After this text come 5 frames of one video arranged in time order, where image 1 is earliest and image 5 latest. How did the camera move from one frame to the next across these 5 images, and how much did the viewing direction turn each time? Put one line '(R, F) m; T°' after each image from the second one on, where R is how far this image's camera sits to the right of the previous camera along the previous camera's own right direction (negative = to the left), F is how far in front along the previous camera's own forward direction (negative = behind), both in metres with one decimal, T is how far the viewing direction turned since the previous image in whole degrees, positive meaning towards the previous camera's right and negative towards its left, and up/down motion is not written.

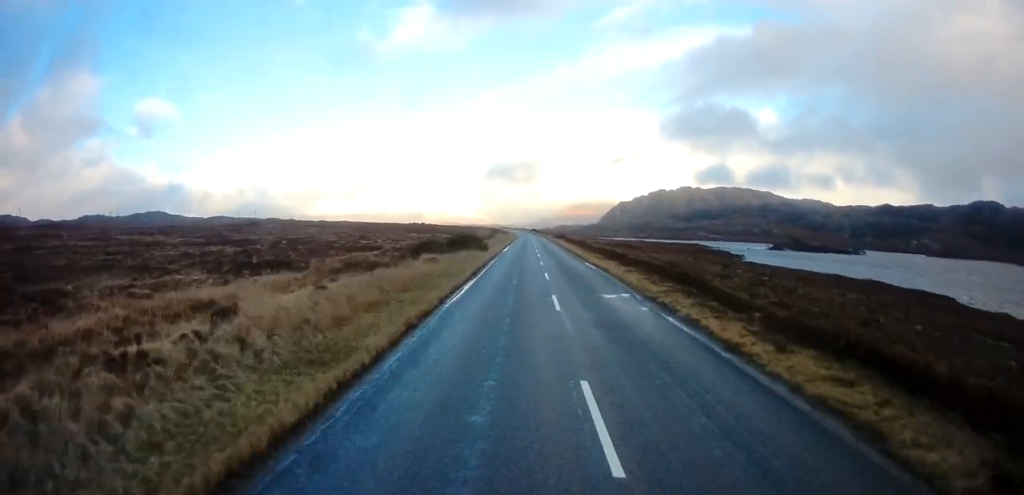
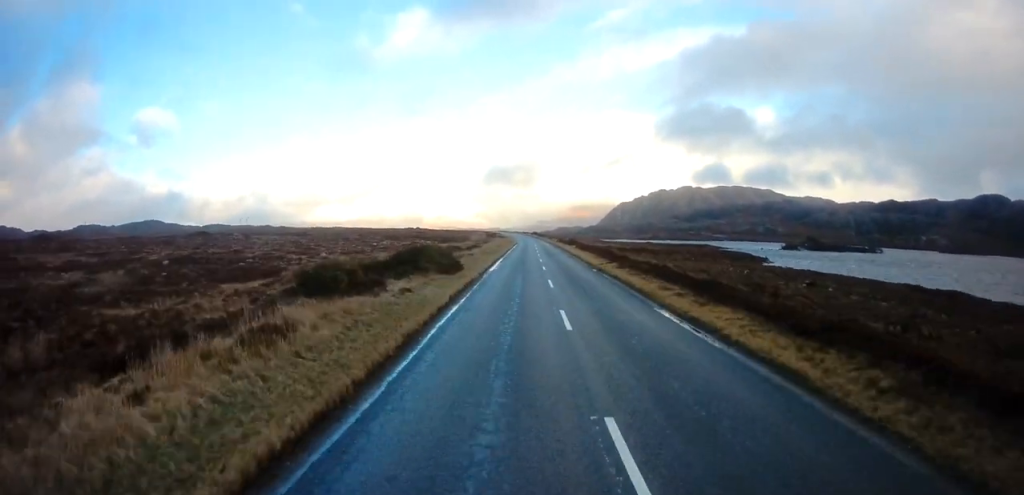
(-0.5, +18.8) m; 0°
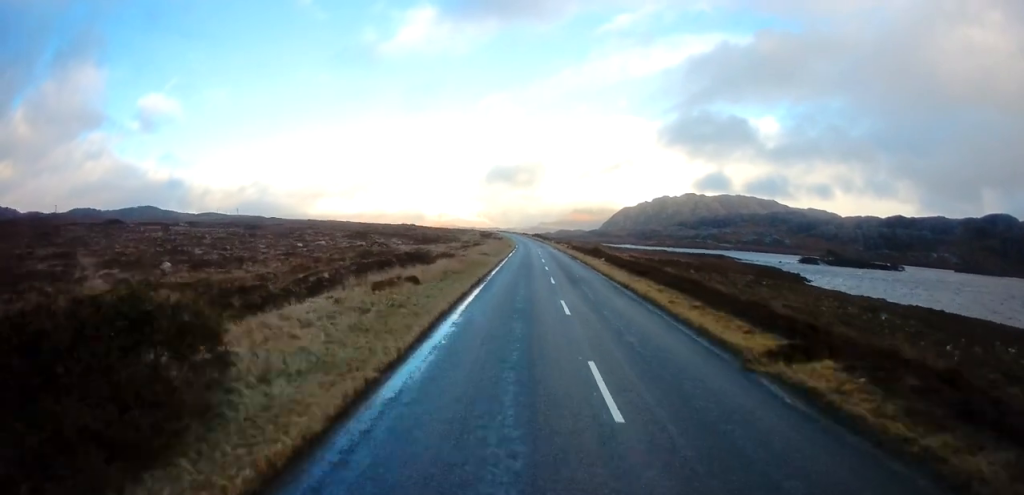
(+0.4, +23.7) m; +1°
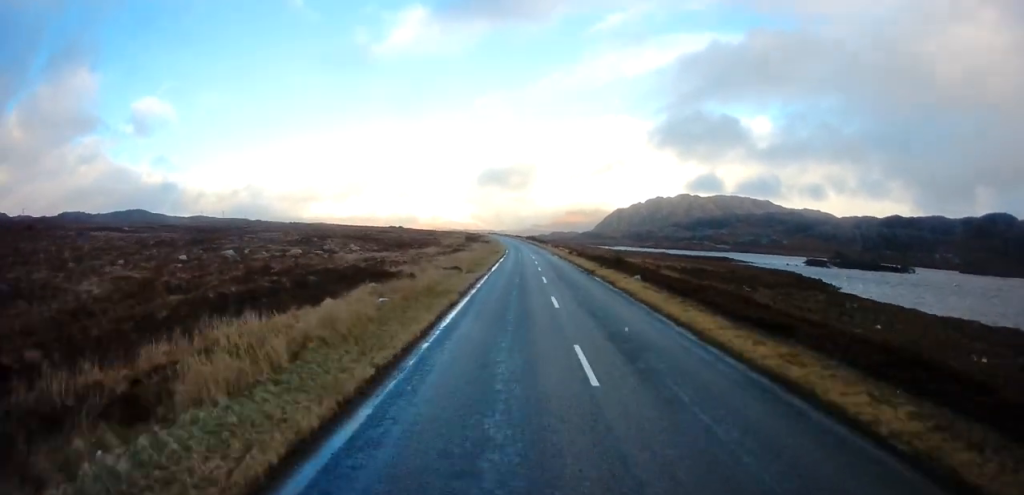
(0.0, +15.5) m; 0°
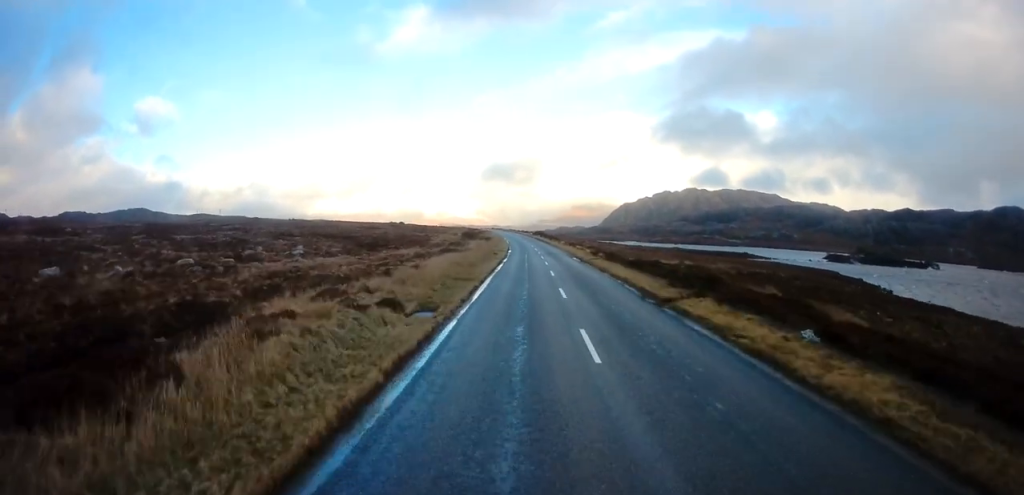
(0.0, +16.3) m; 0°
